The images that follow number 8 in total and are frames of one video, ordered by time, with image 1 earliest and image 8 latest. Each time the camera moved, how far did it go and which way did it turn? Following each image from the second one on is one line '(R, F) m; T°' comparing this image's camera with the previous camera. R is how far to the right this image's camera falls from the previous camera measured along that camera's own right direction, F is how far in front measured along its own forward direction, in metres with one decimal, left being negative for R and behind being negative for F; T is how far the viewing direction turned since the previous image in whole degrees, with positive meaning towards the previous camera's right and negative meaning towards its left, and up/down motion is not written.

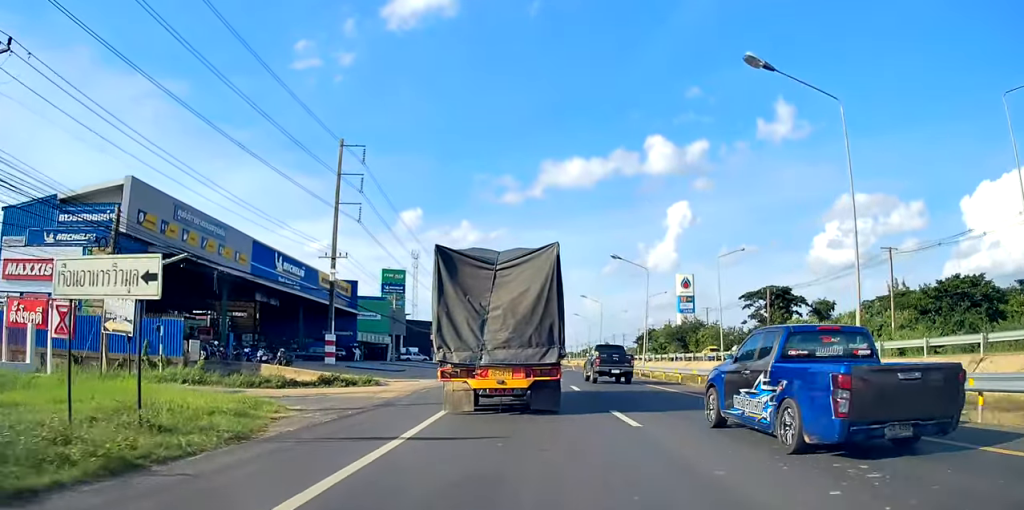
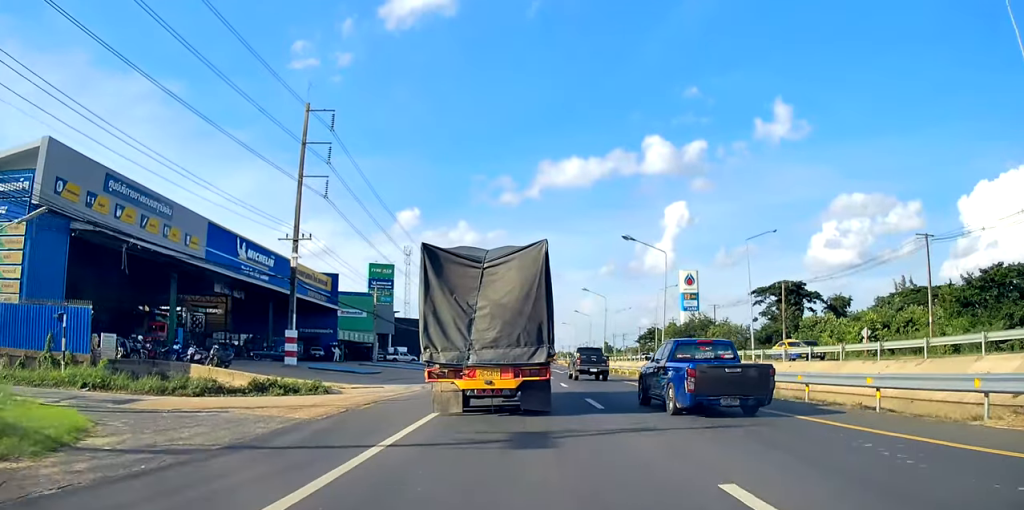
(0.0, +7.7) m; 0°
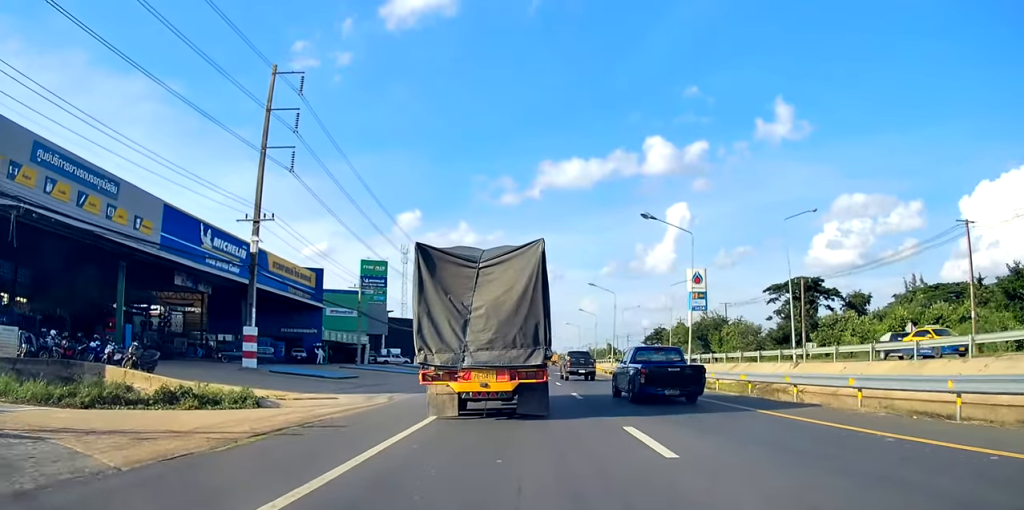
(0.0, +7.1) m; 0°
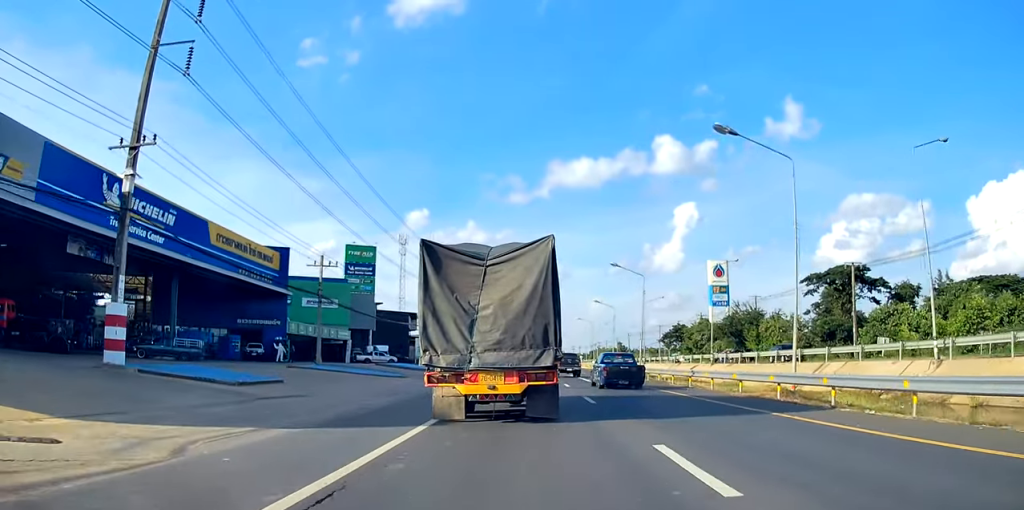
(0.0, +14.8) m; 0°
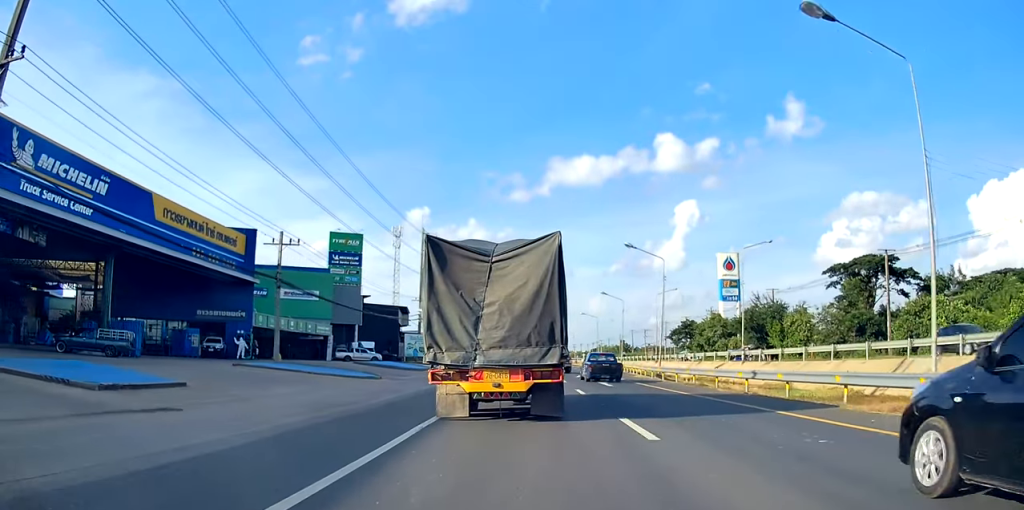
(0.0, +8.9) m; 0°
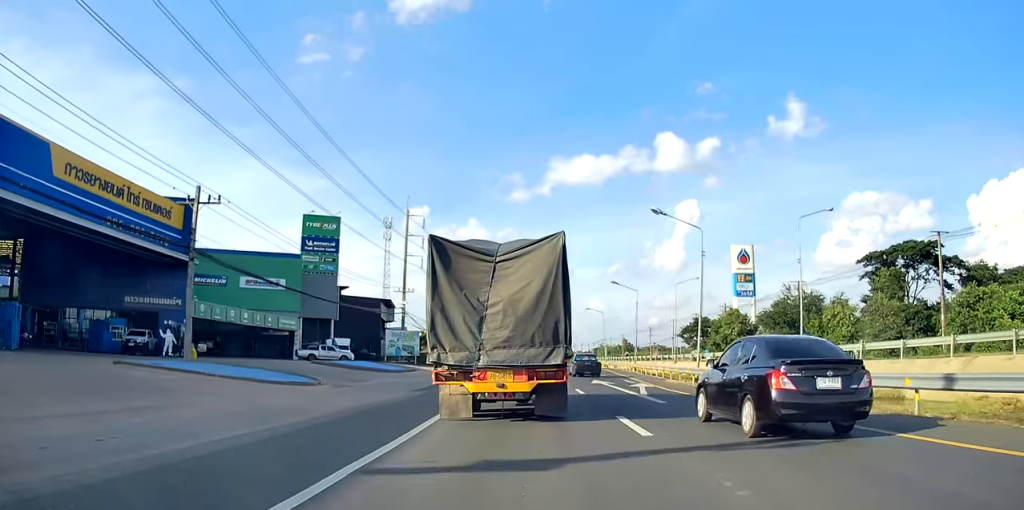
(0.0, +11.1) m; 0°
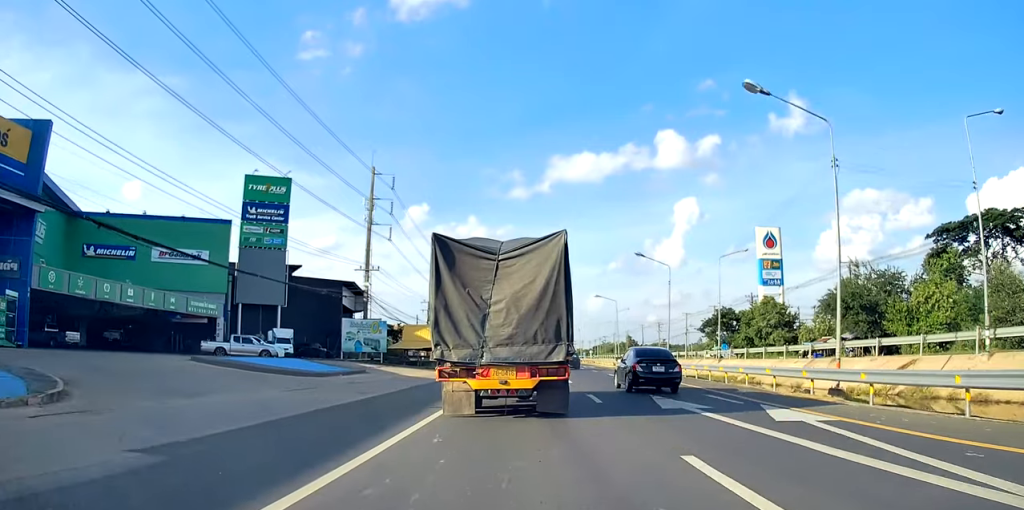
(+0.1, +18.0) m; +1°
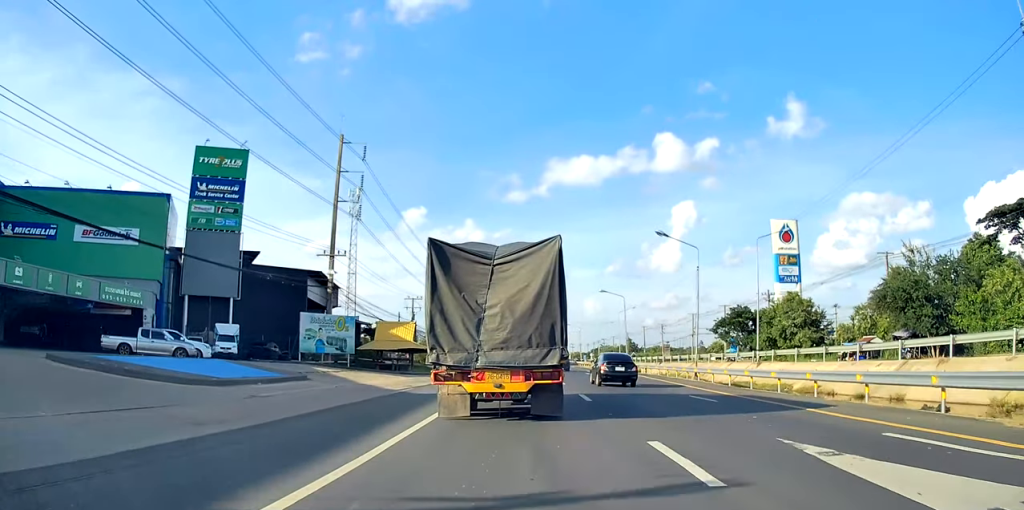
(0.0, +10.4) m; 0°
